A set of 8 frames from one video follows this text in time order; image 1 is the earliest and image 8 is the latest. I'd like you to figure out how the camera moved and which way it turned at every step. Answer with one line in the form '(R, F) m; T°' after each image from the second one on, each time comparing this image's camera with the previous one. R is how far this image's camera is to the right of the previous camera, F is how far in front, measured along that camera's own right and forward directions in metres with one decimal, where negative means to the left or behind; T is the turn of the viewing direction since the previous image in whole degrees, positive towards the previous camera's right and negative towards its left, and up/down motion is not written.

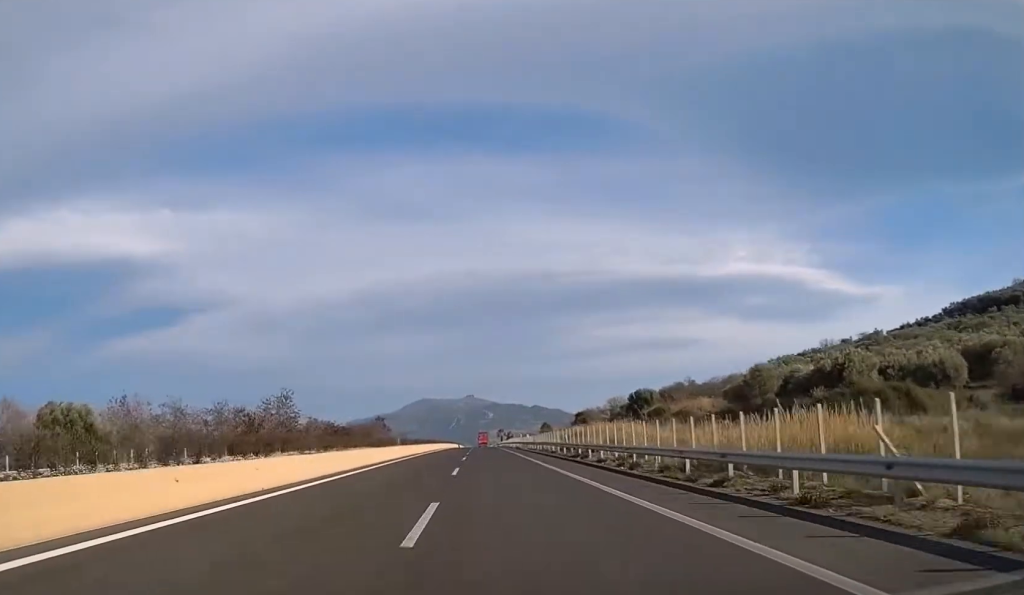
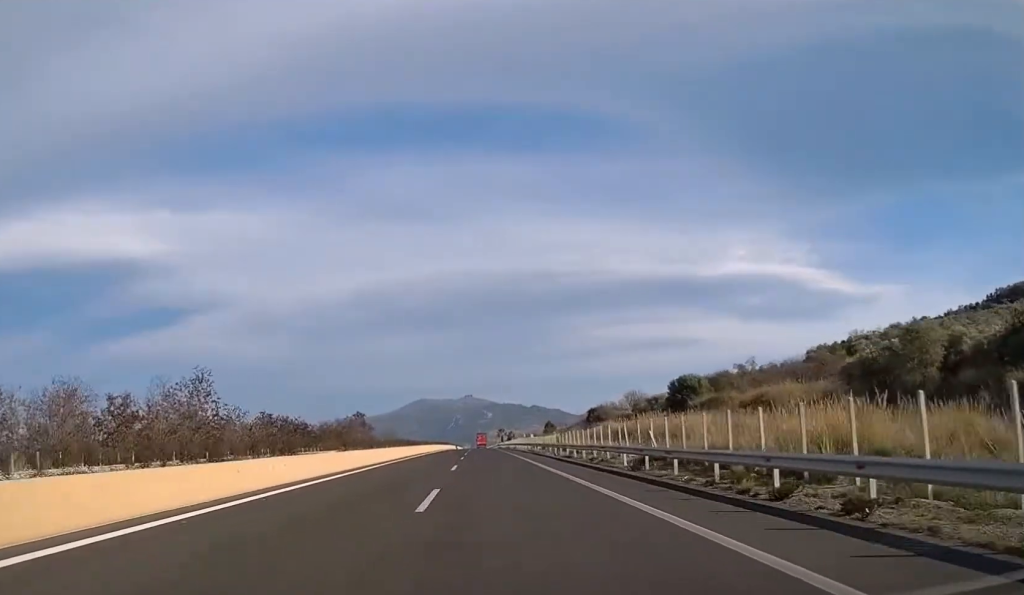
(0.0, +30.7) m; 0°
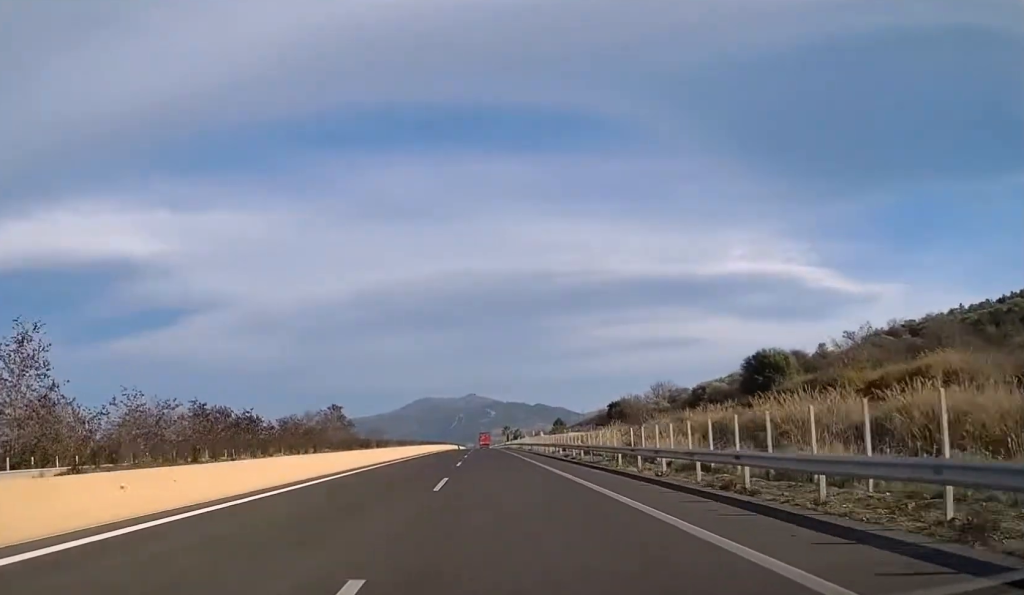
(+0.1, +30.0) m; 0°
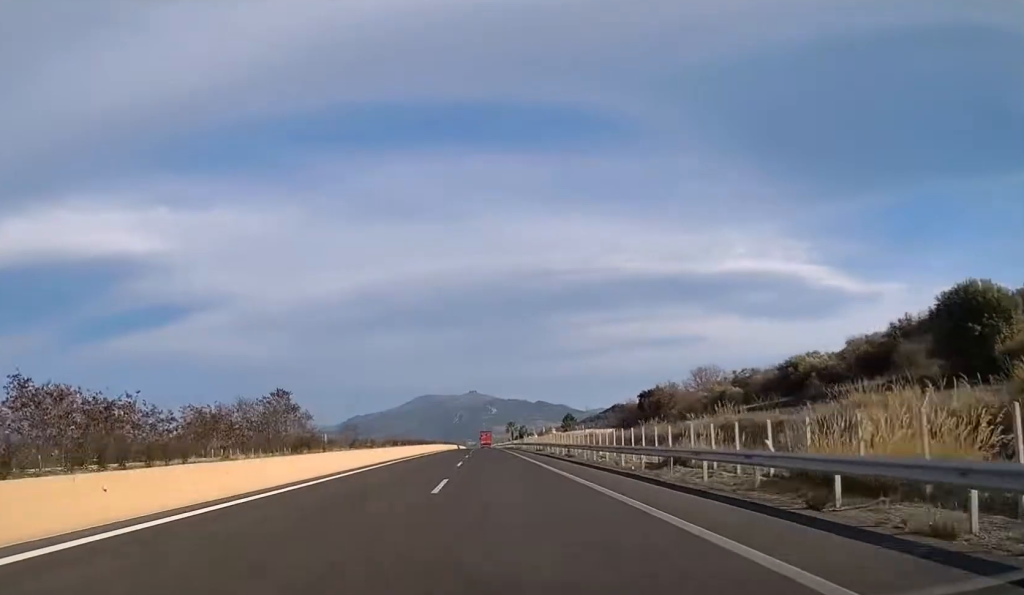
(+0.1, +35.8) m; 0°
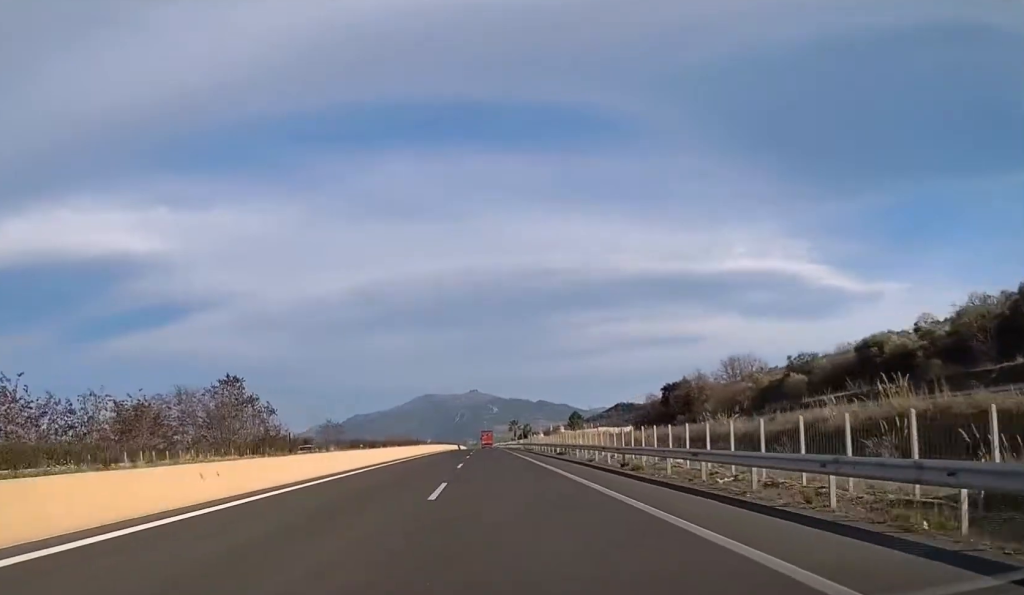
(-0.1, +20.2) m; 0°
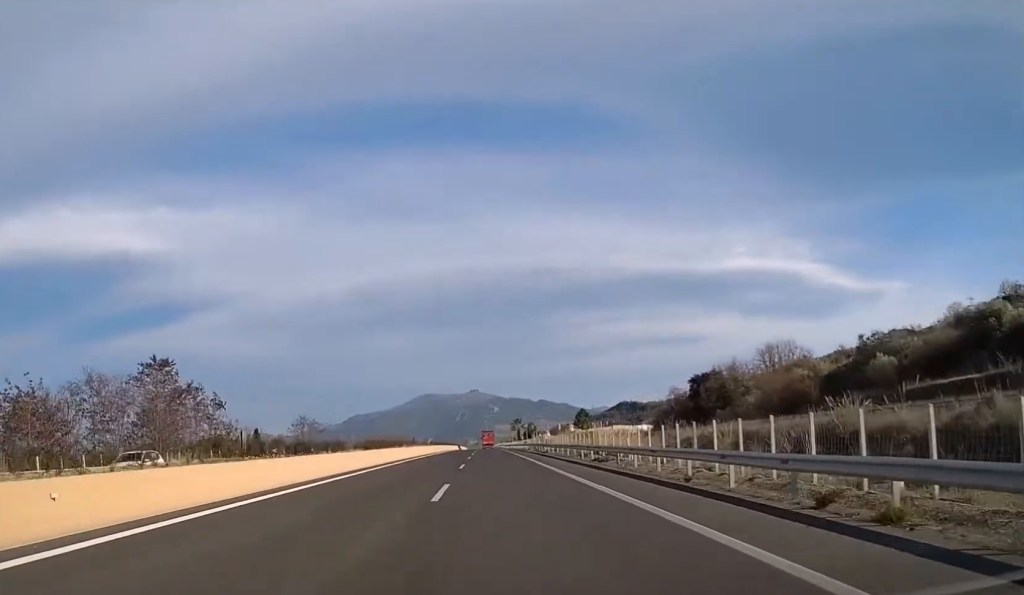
(0.0, +18.0) m; 0°
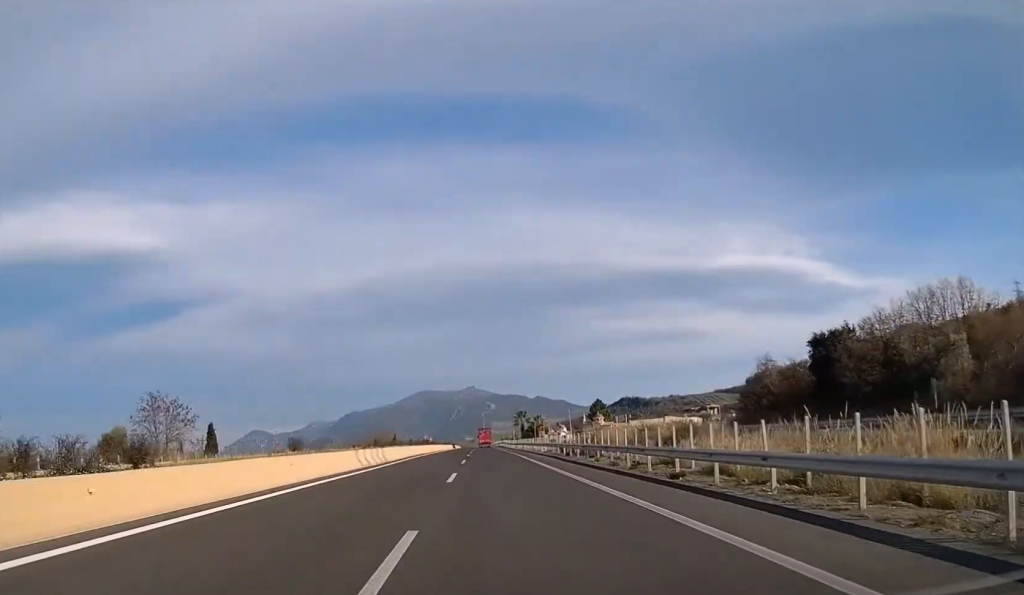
(+0.2, +47.3) m; 0°
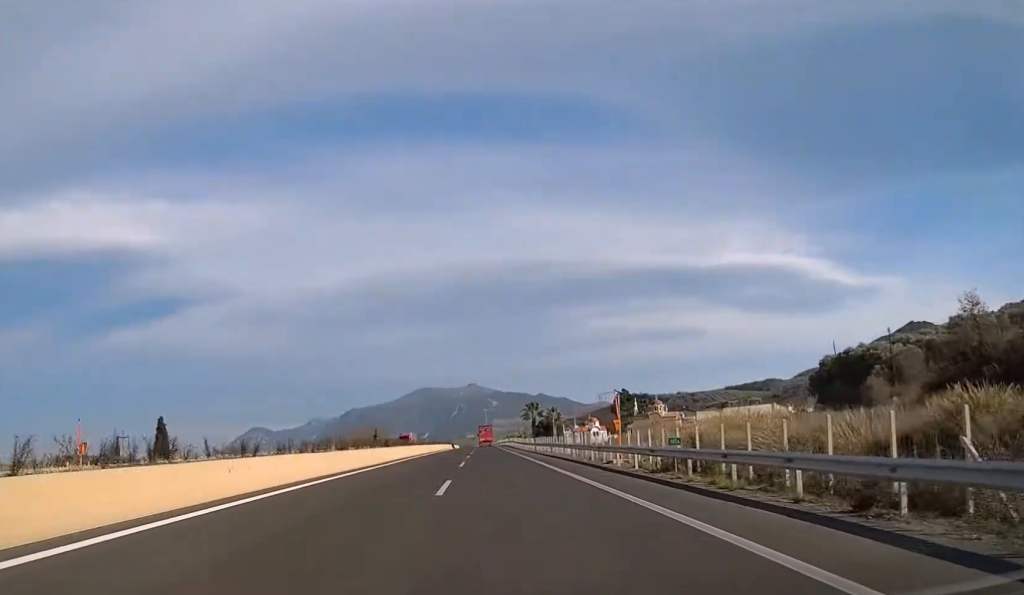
(0.0, +40.6) m; 0°
